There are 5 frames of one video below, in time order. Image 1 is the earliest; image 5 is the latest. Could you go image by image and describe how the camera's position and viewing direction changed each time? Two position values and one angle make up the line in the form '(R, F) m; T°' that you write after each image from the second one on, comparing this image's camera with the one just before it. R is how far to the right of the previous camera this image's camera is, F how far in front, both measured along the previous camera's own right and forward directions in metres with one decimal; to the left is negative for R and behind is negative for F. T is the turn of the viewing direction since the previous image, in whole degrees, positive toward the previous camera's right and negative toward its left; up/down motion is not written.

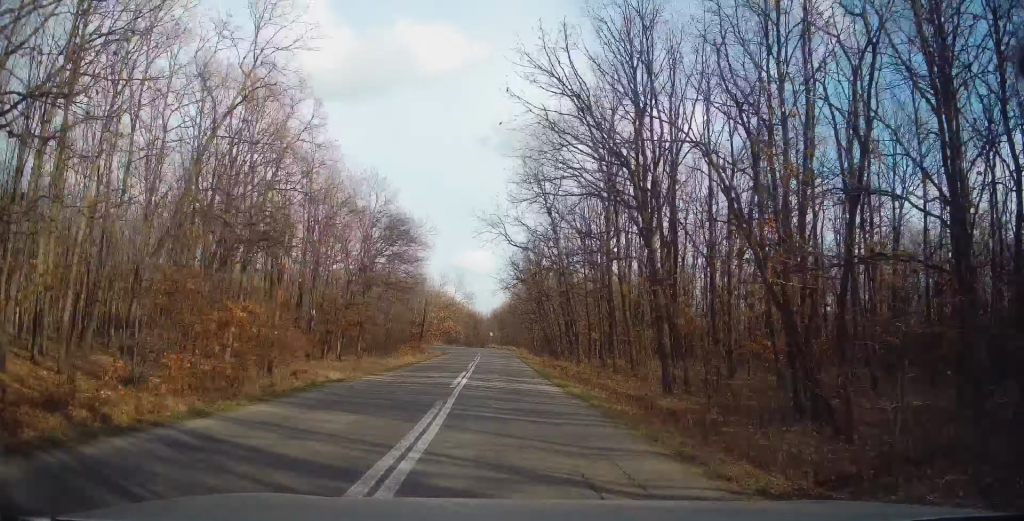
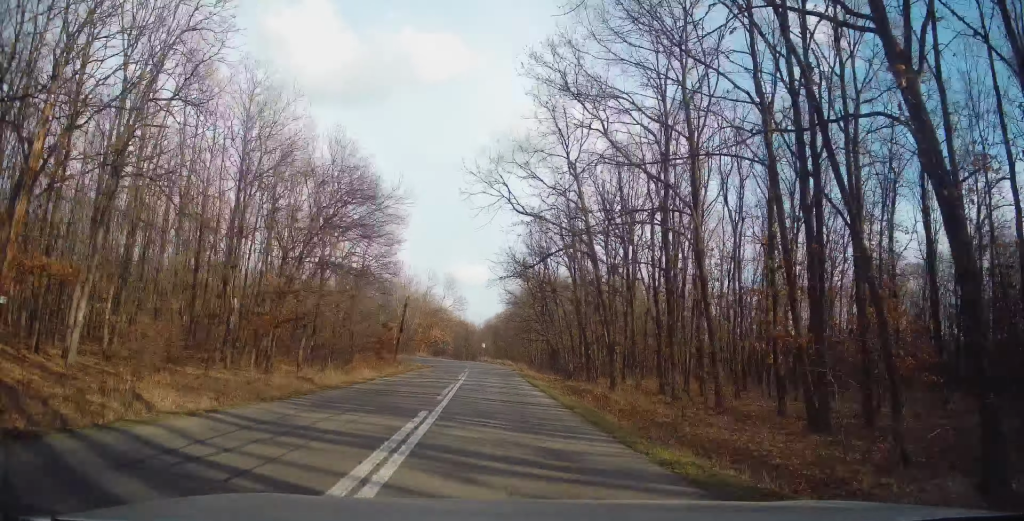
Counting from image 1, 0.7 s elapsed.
(-0.1, +12.5) m; 0°
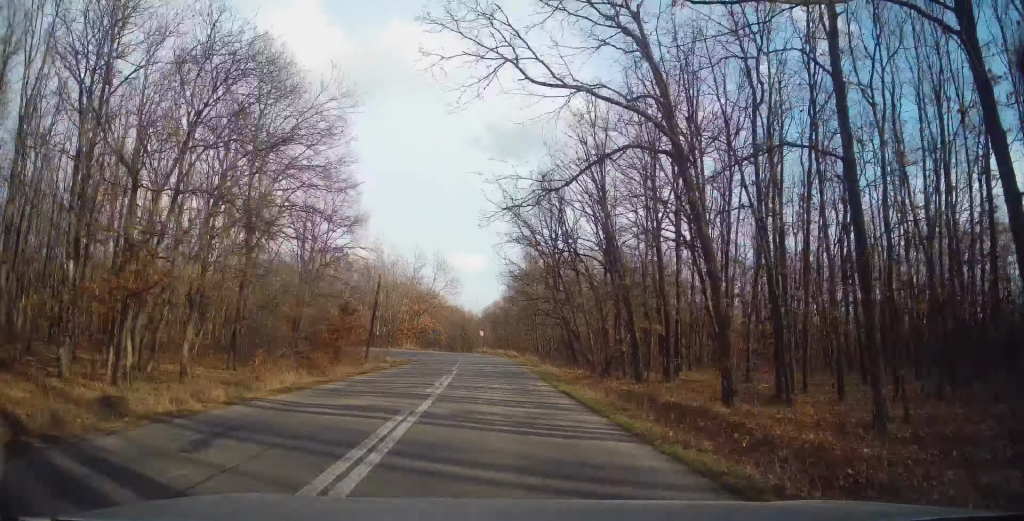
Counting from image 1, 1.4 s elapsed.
(-0.1, +12.5) m; +1°
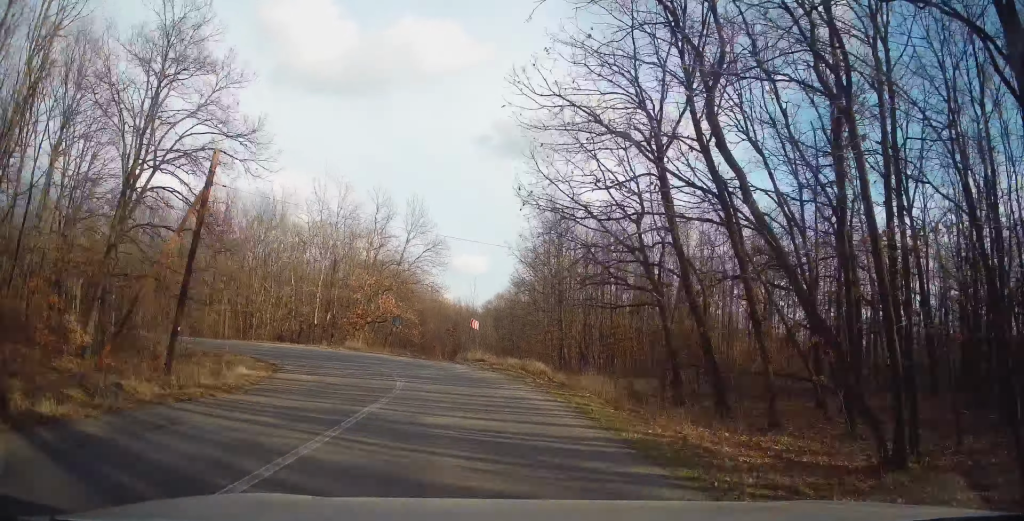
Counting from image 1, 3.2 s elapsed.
(+0.4, +26.5) m; -2°
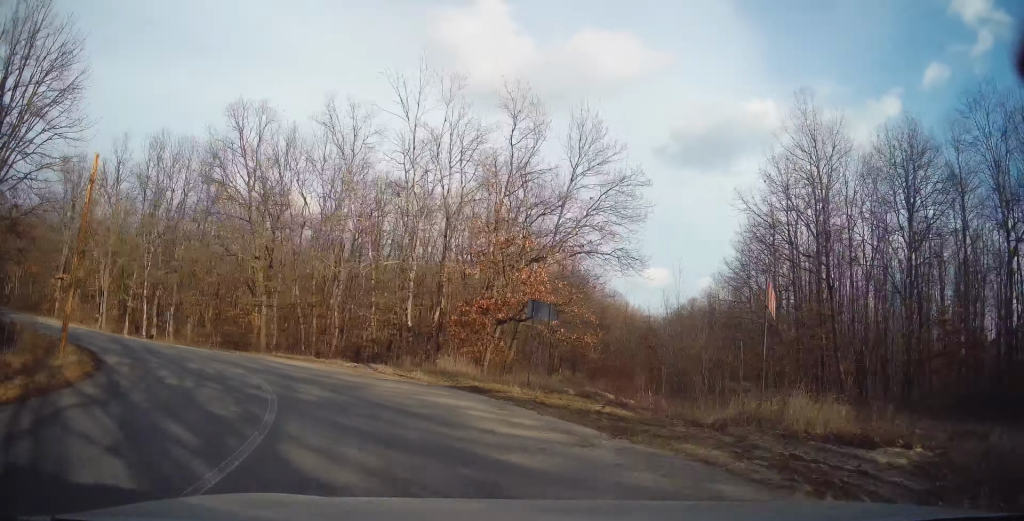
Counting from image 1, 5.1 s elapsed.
(-1.9, +22.3) m; -16°
